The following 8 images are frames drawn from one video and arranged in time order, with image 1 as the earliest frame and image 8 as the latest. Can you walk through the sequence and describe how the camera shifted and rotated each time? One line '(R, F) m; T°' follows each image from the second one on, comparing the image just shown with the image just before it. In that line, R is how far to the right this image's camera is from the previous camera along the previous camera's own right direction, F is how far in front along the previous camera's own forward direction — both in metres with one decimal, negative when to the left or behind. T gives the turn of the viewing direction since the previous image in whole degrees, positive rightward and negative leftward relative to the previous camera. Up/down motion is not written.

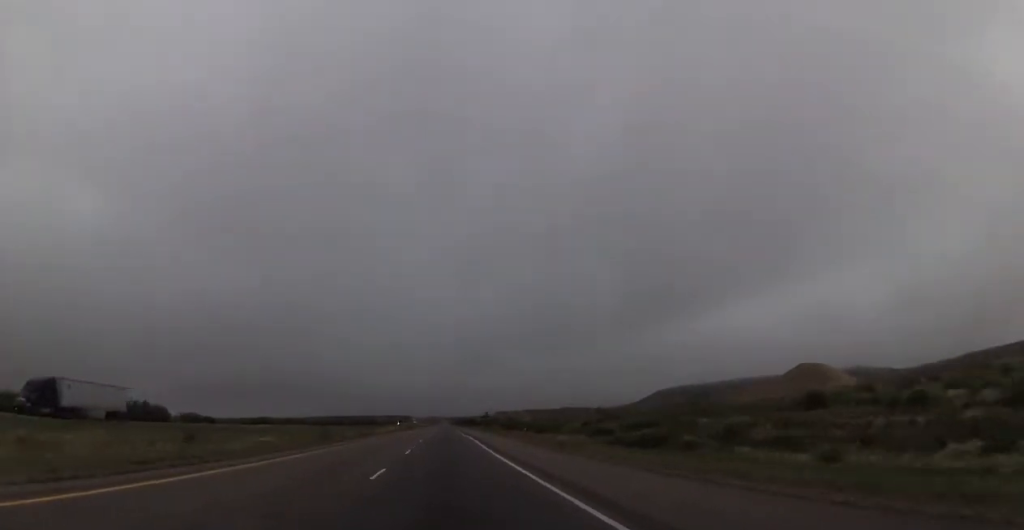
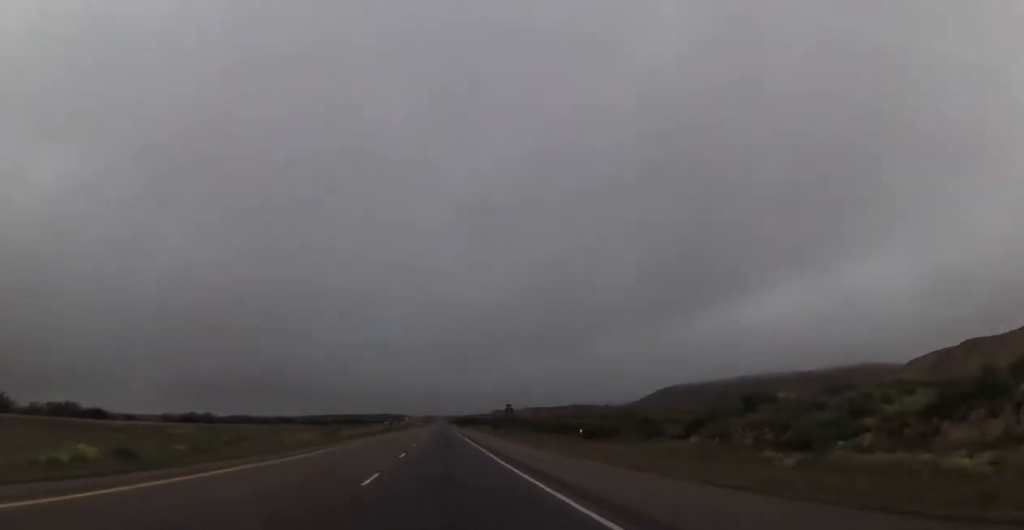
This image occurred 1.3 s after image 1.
(0.0, +49.8) m; 0°
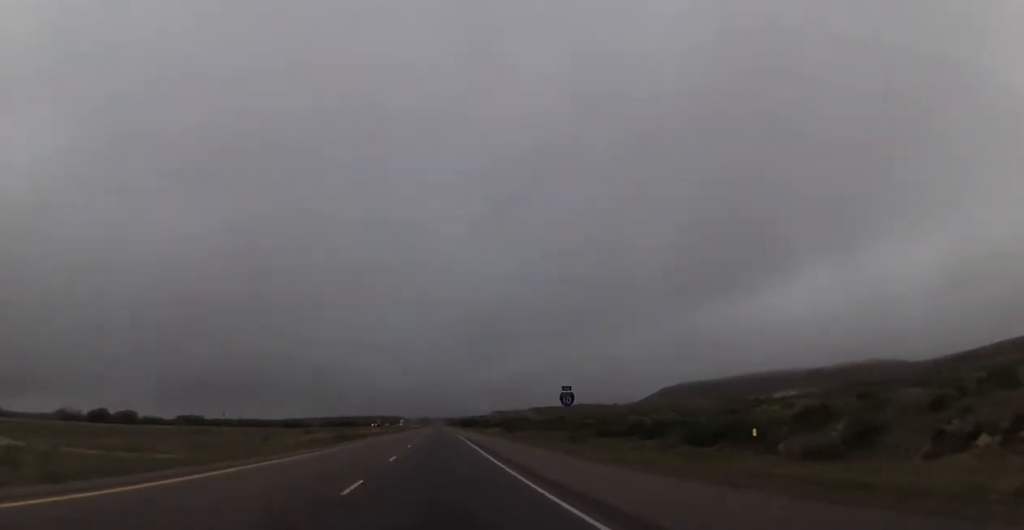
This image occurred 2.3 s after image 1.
(+0.2, +38.3) m; 0°
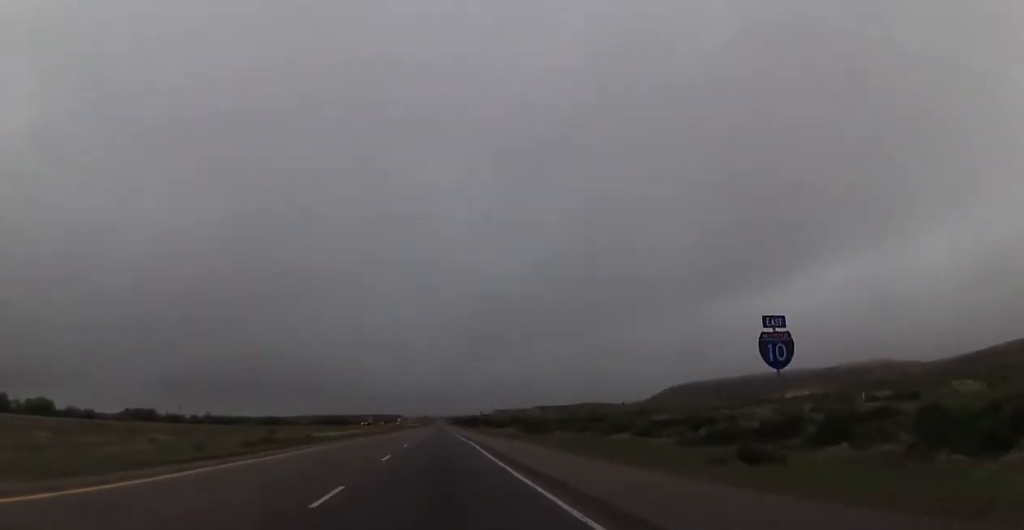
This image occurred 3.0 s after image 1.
(-0.1, +26.8) m; 0°
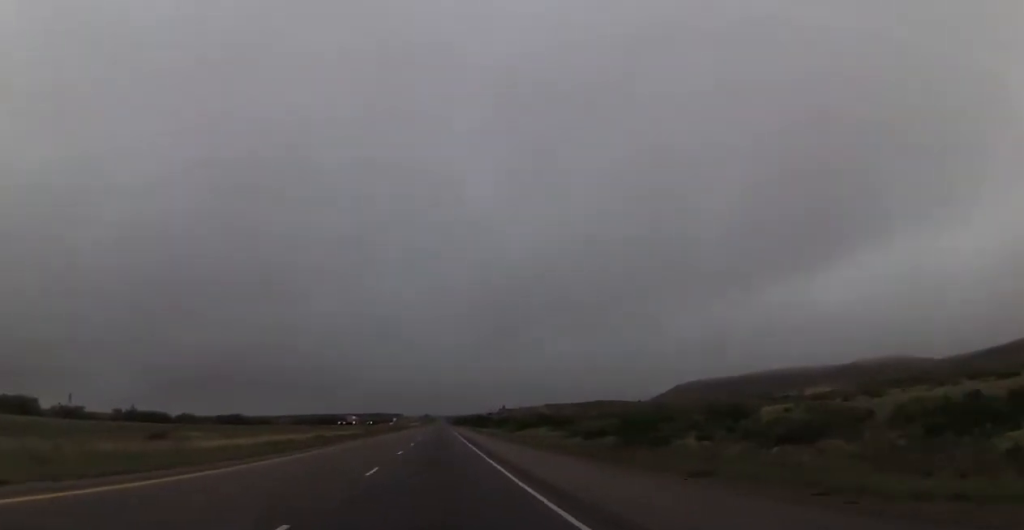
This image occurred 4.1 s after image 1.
(-0.2, +40.9) m; 0°
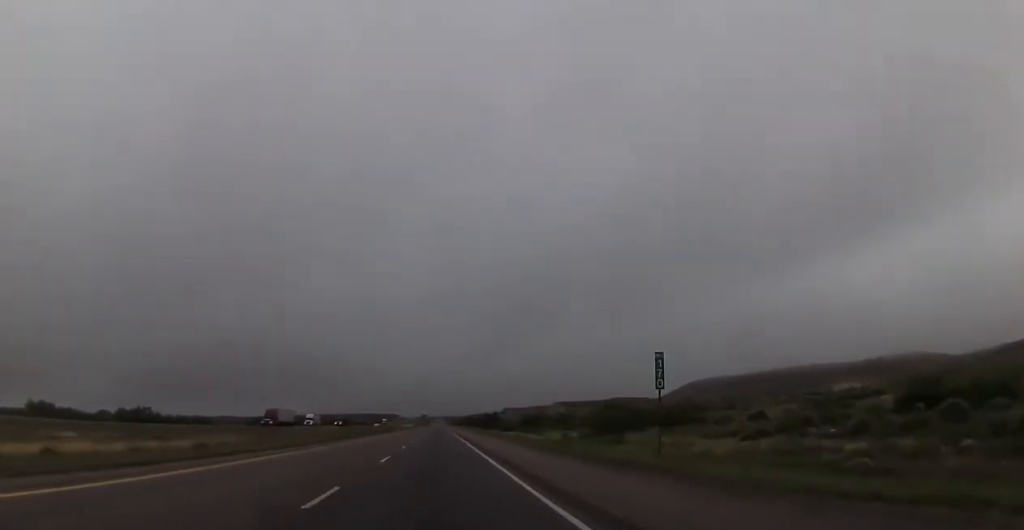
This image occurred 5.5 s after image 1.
(+0.5, +56.1) m; 0°
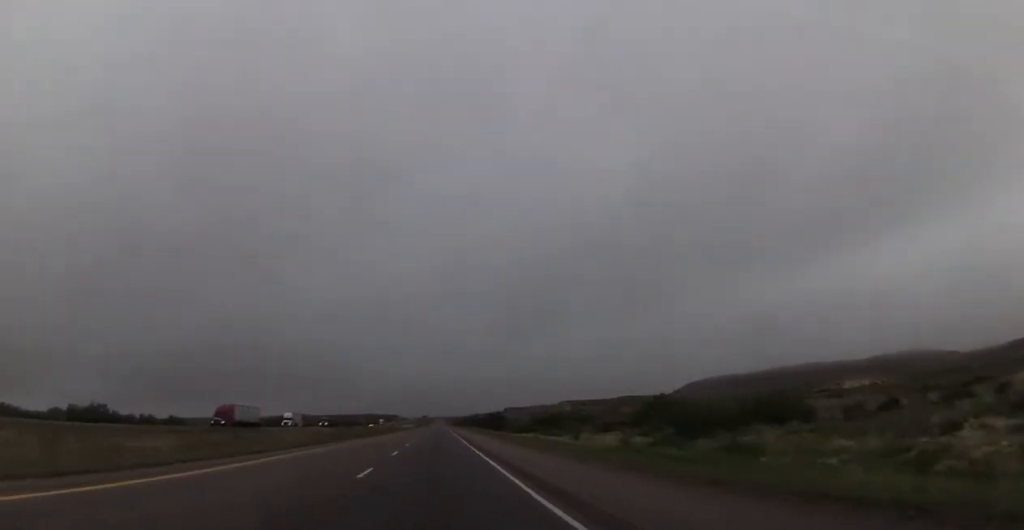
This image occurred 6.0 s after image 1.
(-0.2, +17.9) m; 0°
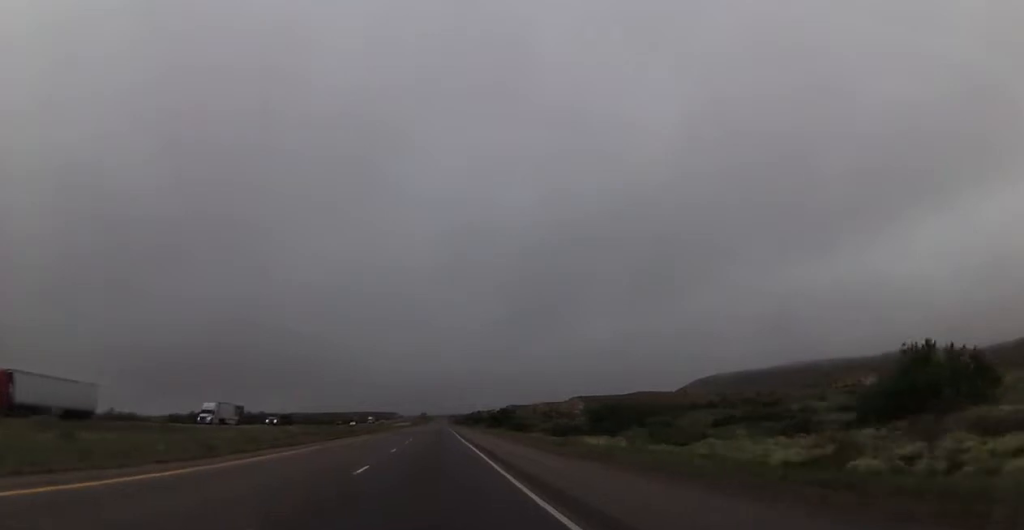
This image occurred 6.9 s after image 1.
(-0.3, +35.8) m; 0°
